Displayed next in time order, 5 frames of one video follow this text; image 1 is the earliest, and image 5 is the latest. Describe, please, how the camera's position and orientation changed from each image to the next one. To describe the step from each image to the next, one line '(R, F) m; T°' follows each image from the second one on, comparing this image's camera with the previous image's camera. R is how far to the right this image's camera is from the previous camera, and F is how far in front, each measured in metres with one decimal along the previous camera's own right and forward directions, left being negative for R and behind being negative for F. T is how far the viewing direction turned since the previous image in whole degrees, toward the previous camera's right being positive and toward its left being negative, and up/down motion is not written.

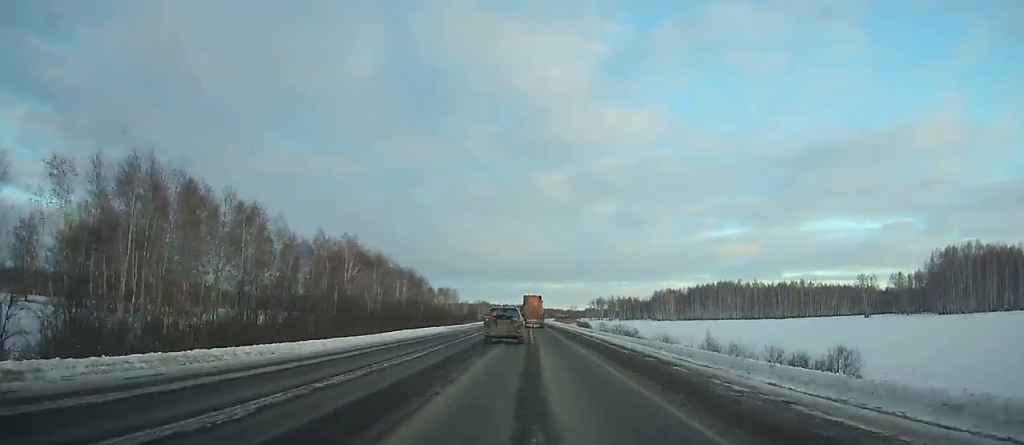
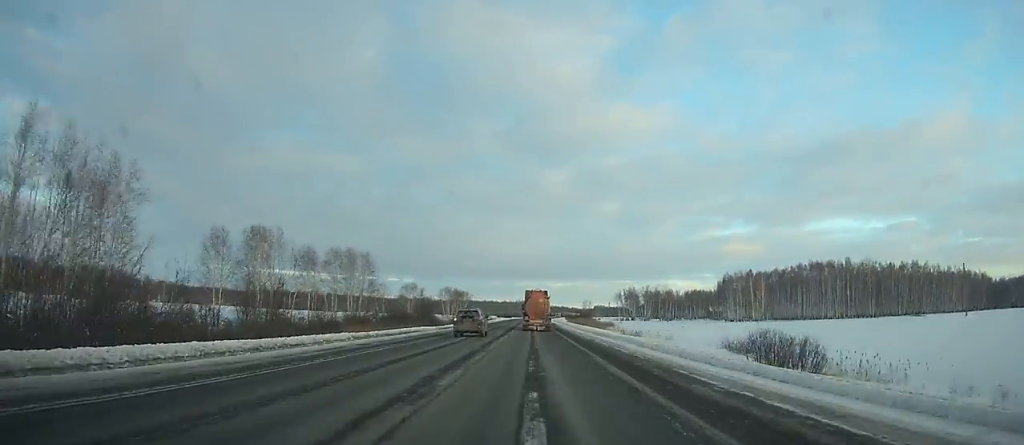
(+0.1, +120.1) m; 0°
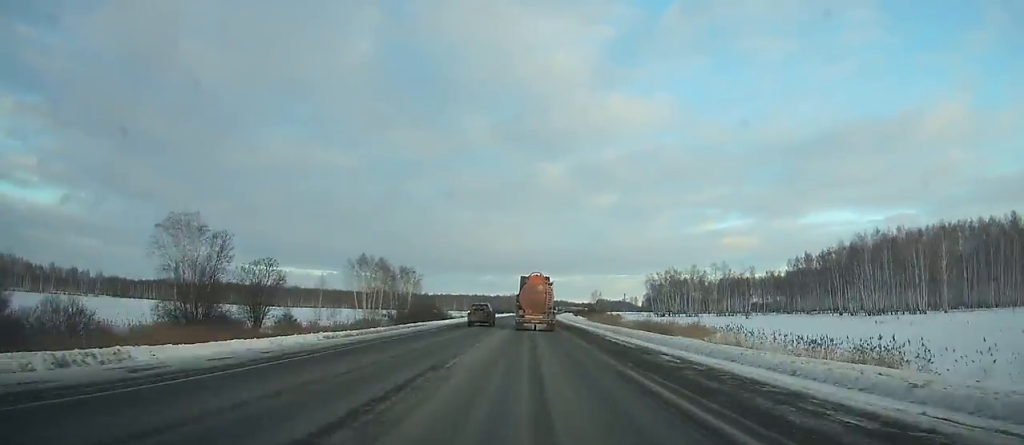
(+0.1, +89.1) m; 0°
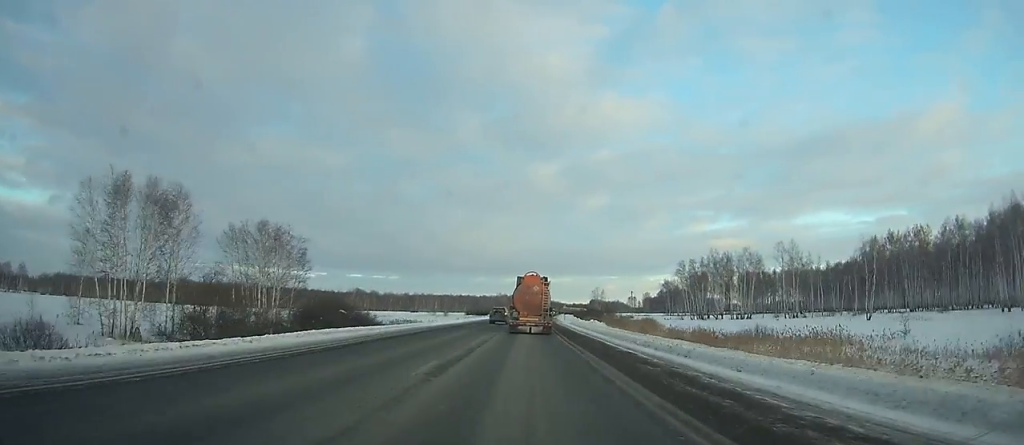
(0.0, +63.6) m; +1°
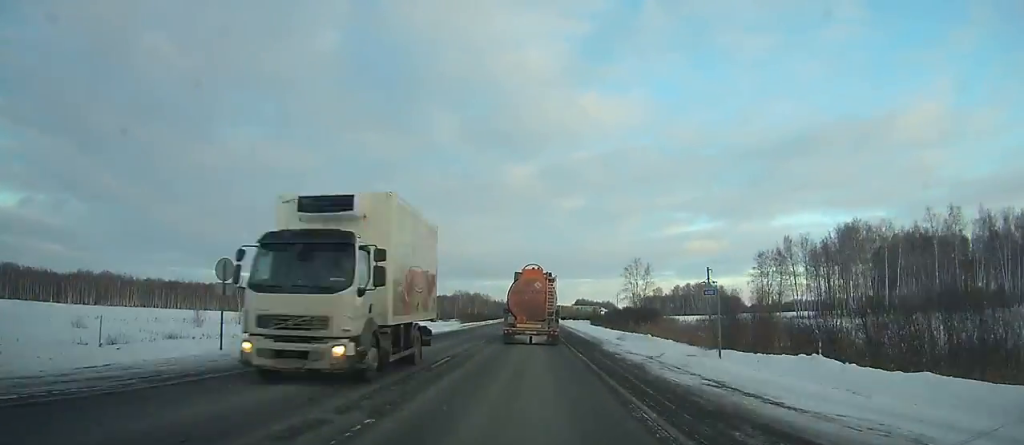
(+4.3, +162.5) m; +3°
